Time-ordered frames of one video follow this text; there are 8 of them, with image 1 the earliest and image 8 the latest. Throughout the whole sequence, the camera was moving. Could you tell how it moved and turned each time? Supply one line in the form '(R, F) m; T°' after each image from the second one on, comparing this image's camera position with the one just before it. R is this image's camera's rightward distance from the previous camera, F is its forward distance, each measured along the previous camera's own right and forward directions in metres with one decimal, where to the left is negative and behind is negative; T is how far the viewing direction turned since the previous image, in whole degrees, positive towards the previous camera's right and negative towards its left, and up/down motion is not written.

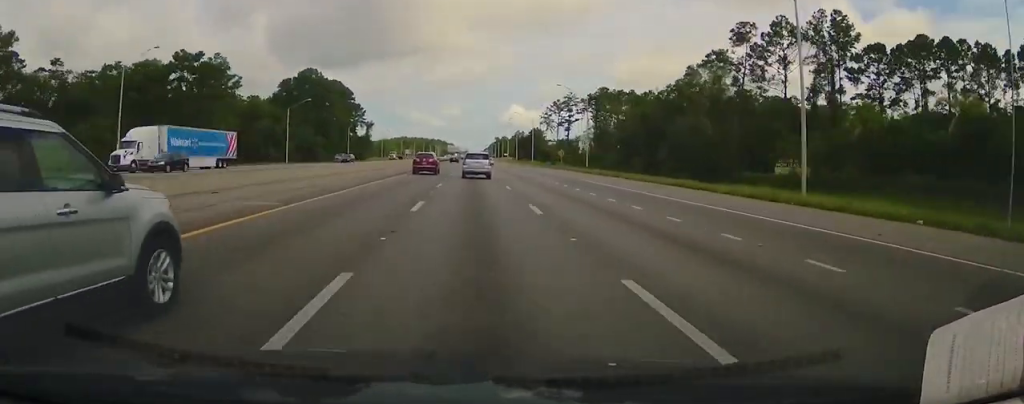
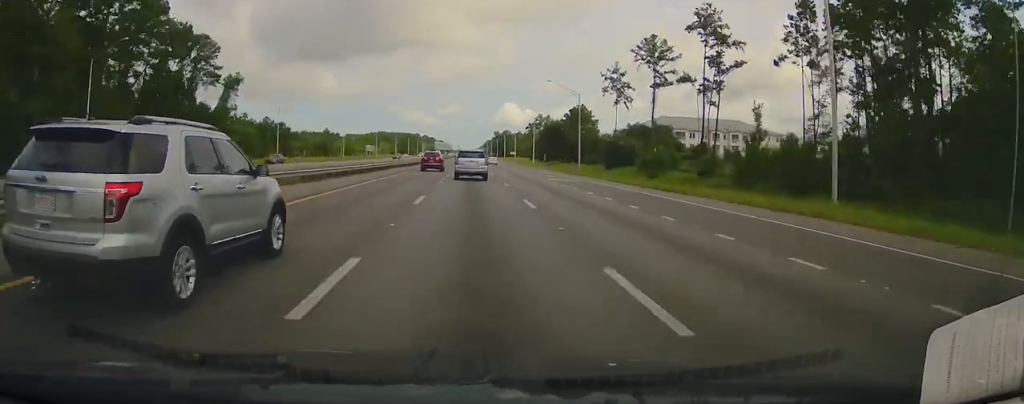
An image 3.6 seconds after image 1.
(+0.5, +126.7) m; 0°
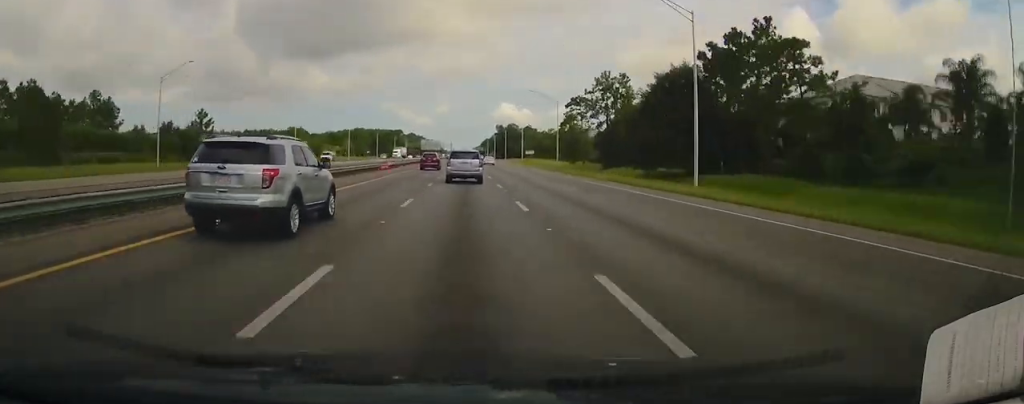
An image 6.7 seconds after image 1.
(+0.3, +107.4) m; 0°
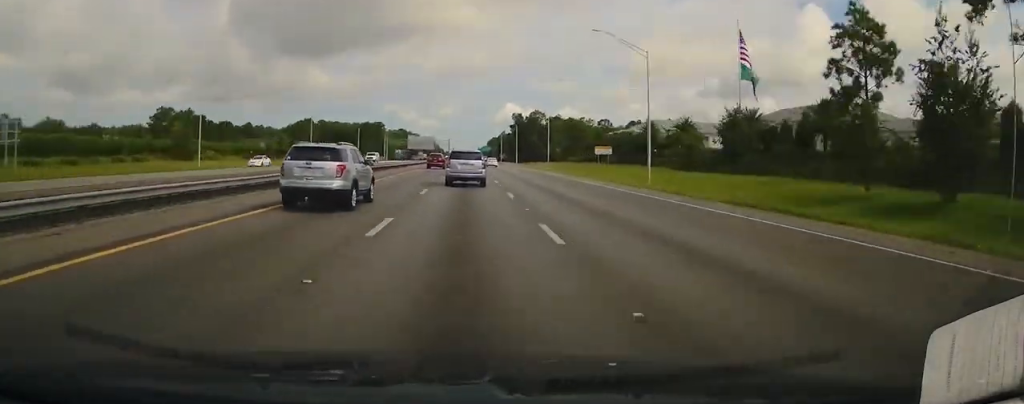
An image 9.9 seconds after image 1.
(0.0, +112.1) m; 0°
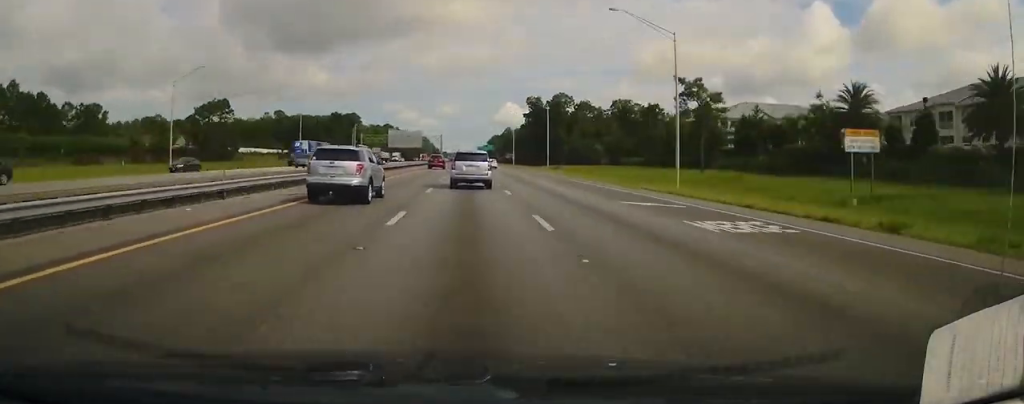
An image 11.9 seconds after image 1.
(0.0, +69.8) m; 0°
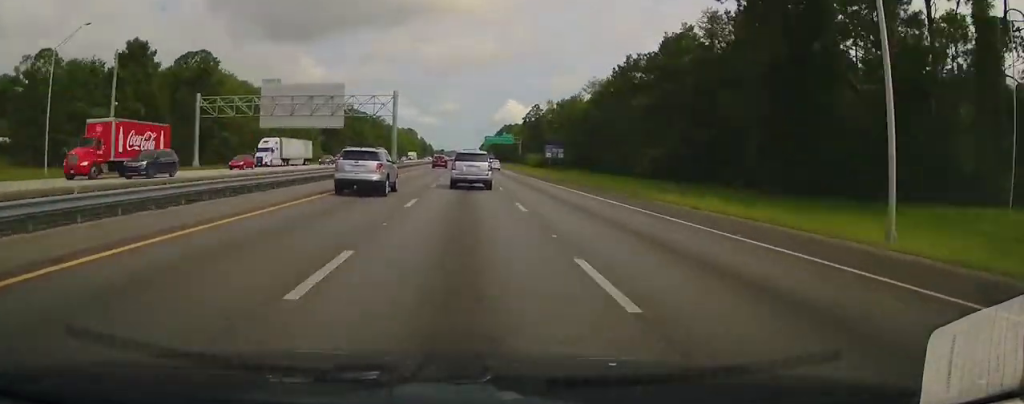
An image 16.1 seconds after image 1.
(-0.4, +148.8) m; 0°
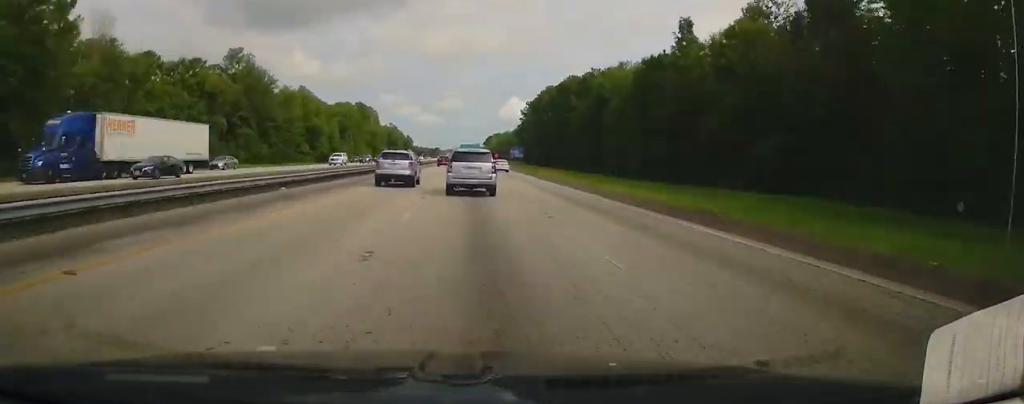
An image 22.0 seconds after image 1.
(+1.3, +203.3) m; +1°
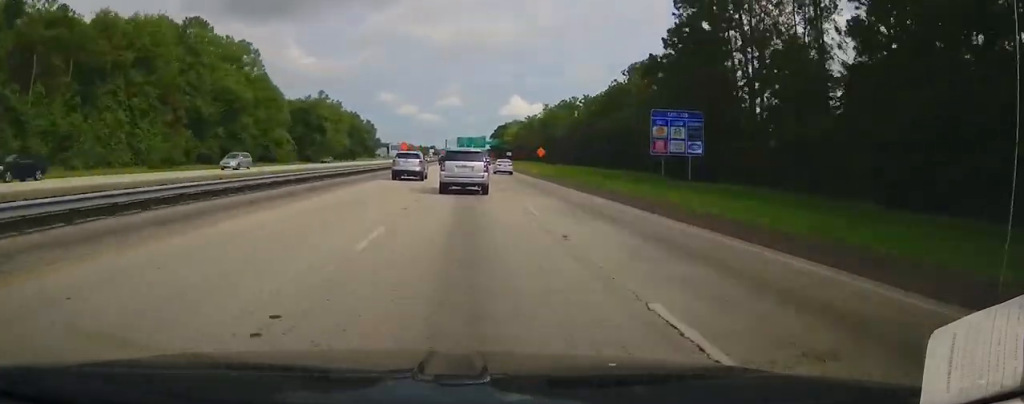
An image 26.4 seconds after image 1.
(-0.3, +152.2) m; 0°
